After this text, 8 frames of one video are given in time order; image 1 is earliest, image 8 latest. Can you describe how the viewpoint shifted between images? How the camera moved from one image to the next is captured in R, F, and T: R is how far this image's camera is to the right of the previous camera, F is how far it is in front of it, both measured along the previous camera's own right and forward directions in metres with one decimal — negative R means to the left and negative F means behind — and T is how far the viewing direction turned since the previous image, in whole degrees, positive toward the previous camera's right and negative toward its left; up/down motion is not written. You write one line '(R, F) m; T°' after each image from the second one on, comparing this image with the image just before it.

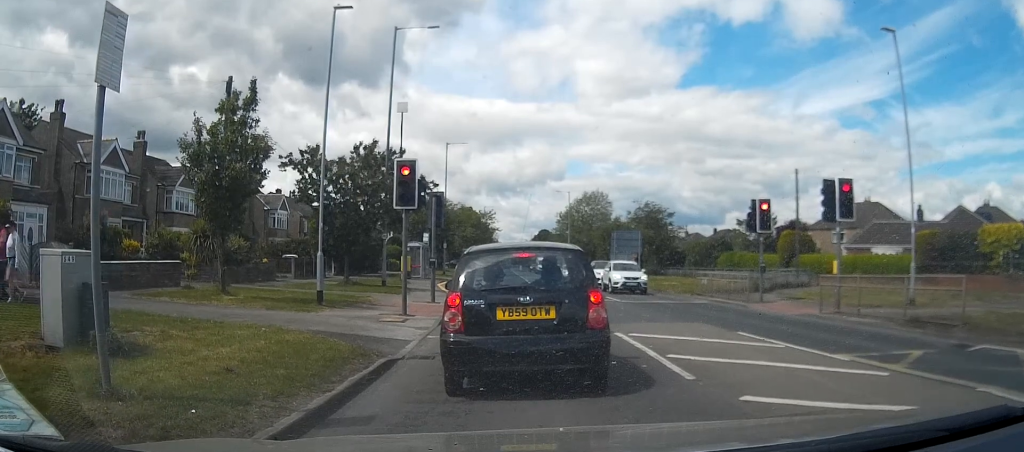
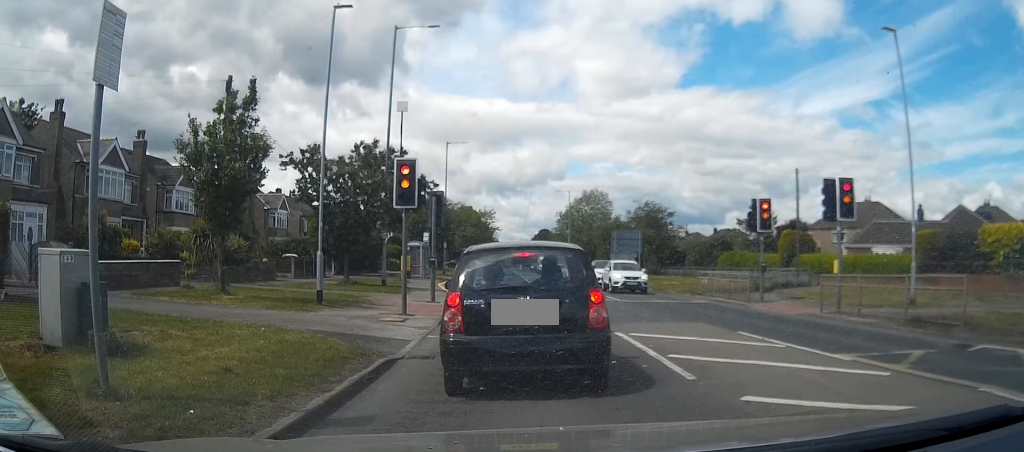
(-0.1, -0.1) m; 0°
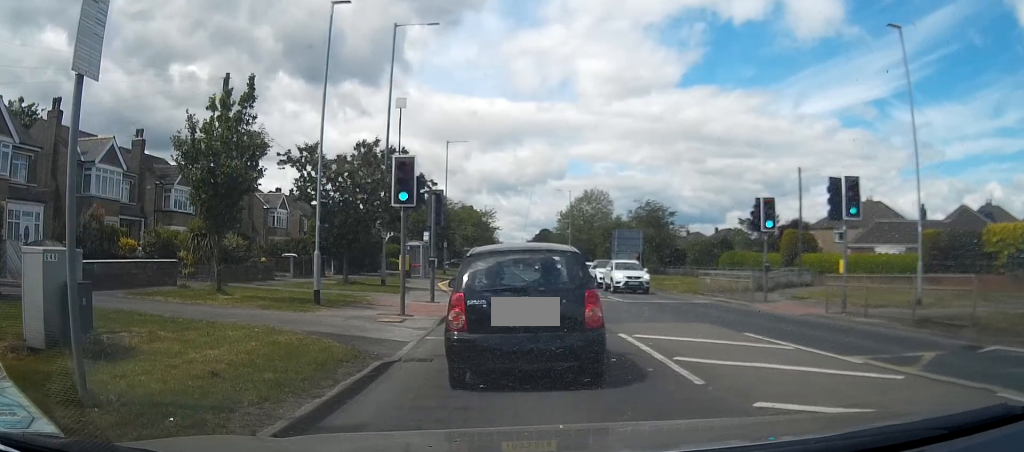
(-0.4, +0.3) m; -4°
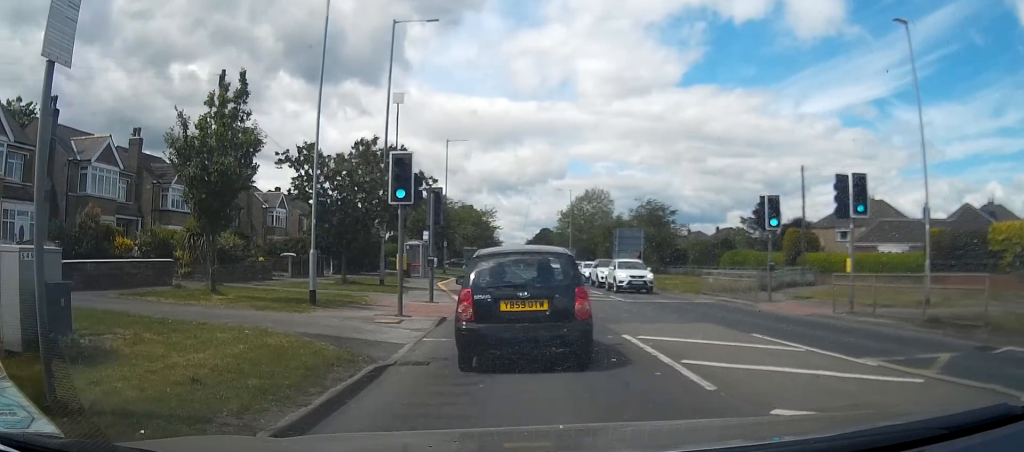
(0.0, +1.0) m; +2°
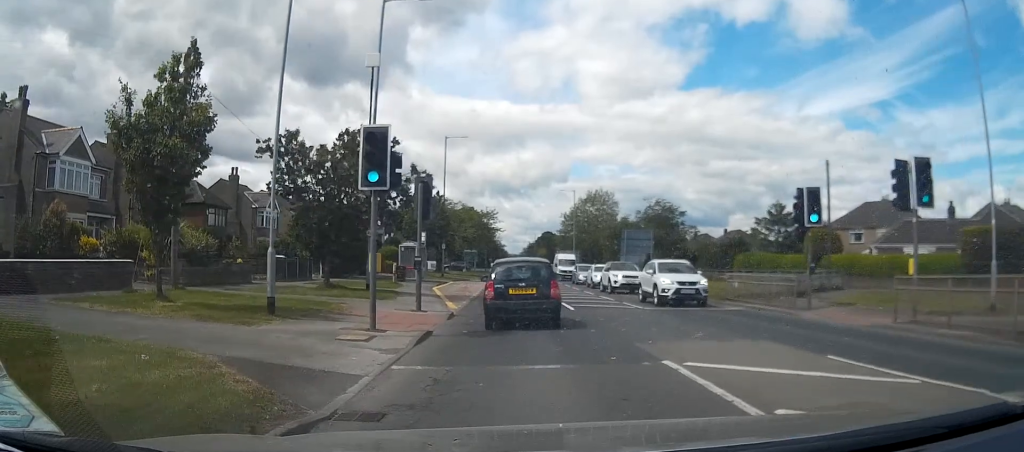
(+0.4, +4.6) m; +5°
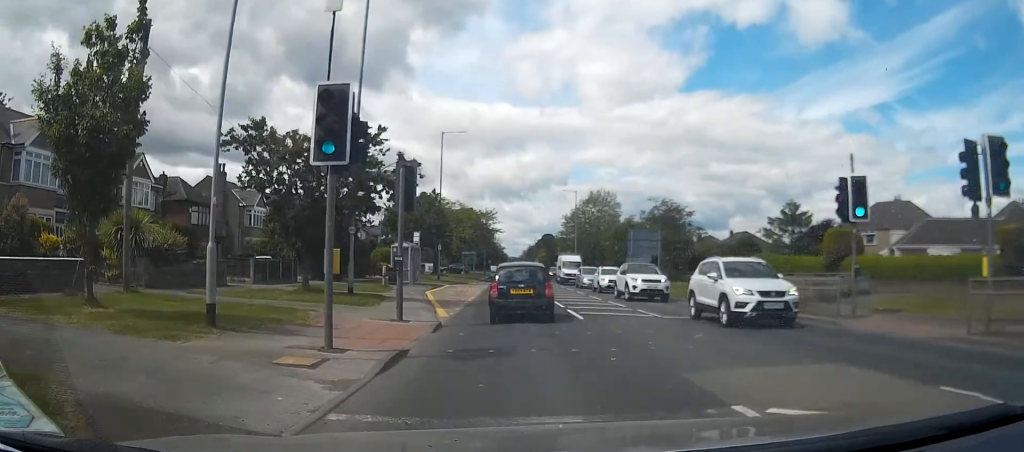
(0.0, +3.3) m; -5°
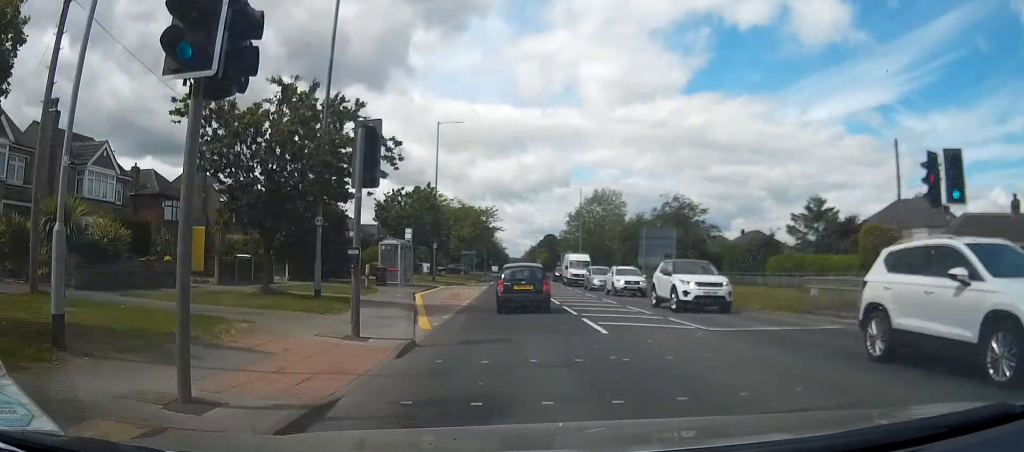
(-0.3, +4.6) m; -1°
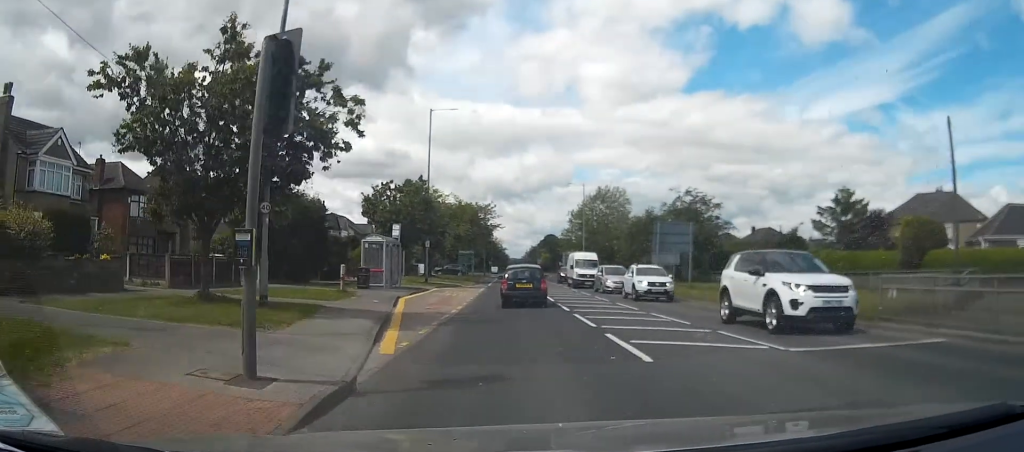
(0.0, +4.6) m; +2°
